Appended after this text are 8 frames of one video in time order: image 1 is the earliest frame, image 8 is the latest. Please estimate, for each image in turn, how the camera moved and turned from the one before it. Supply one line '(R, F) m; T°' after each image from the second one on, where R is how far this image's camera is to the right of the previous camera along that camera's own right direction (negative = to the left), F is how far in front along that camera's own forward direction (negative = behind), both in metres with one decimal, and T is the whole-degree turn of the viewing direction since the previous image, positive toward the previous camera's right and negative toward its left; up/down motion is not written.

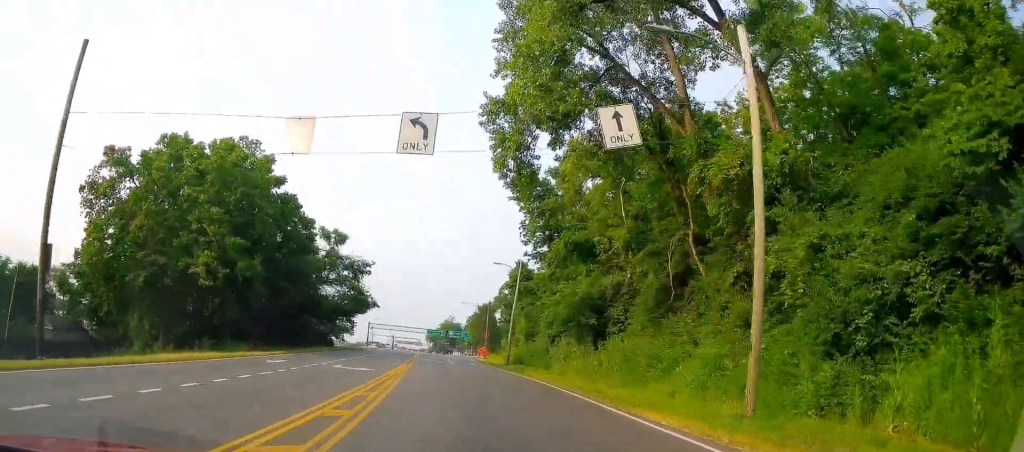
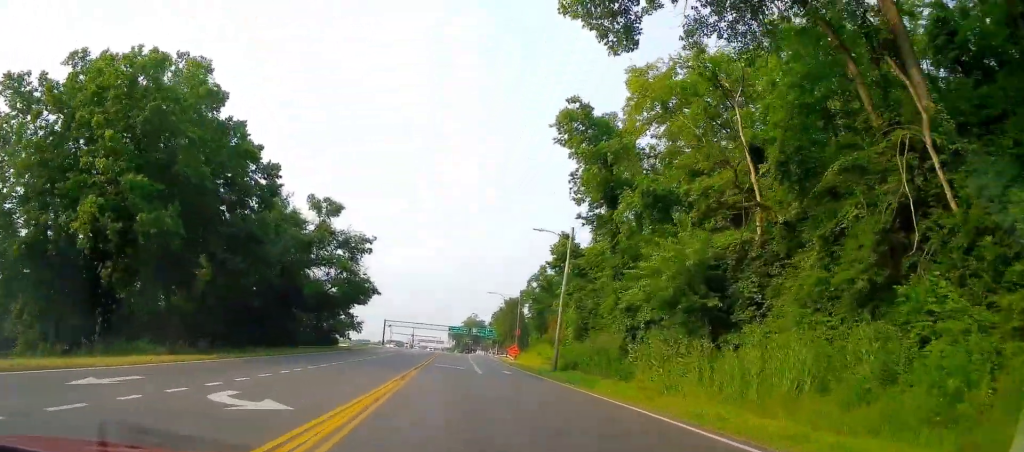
(-0.4, +14.7) m; -2°
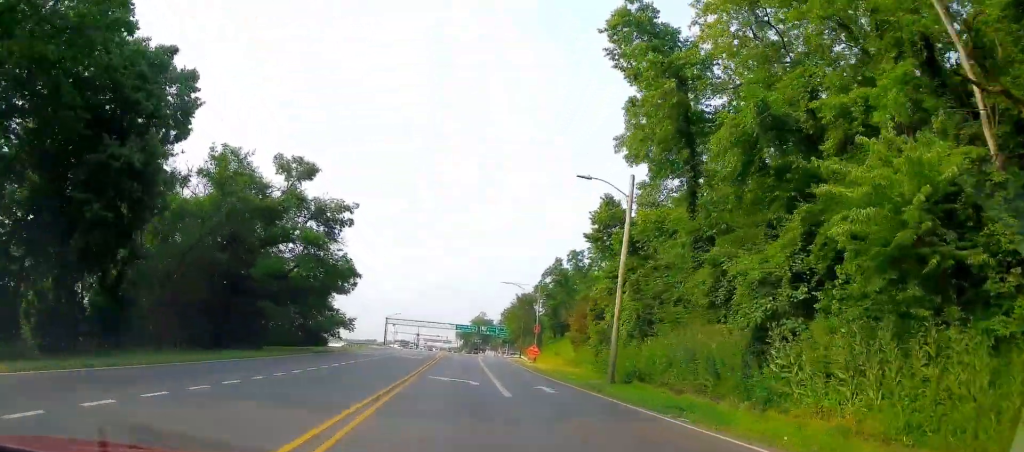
(-0.1, +12.2) m; -1°
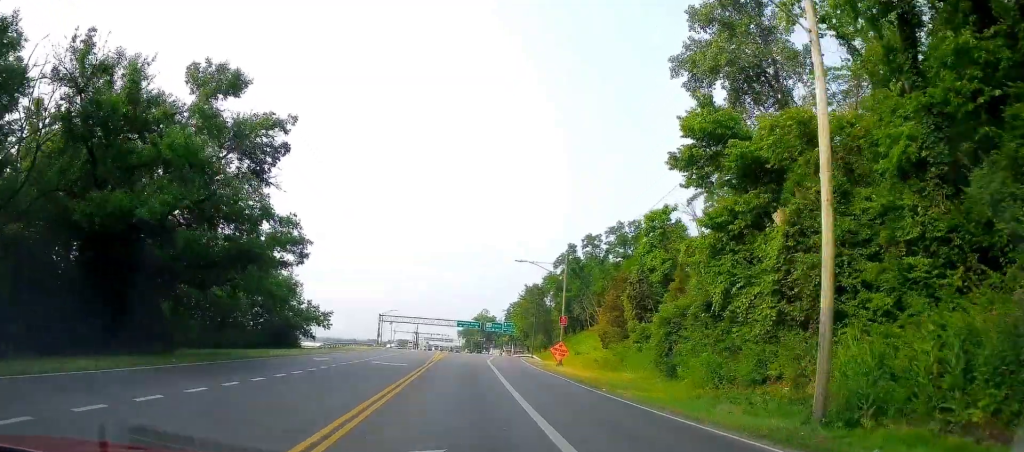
(-0.1, +15.1) m; -1°
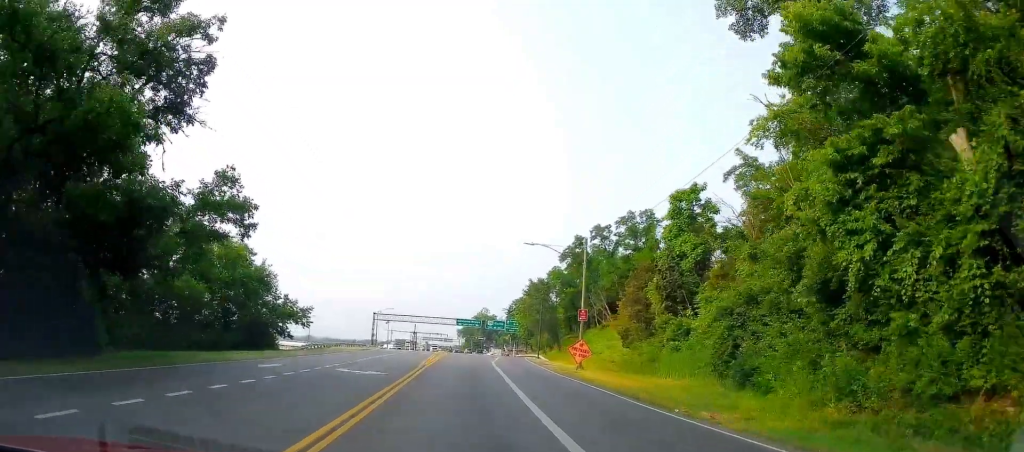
(-0.2, +8.1) m; 0°
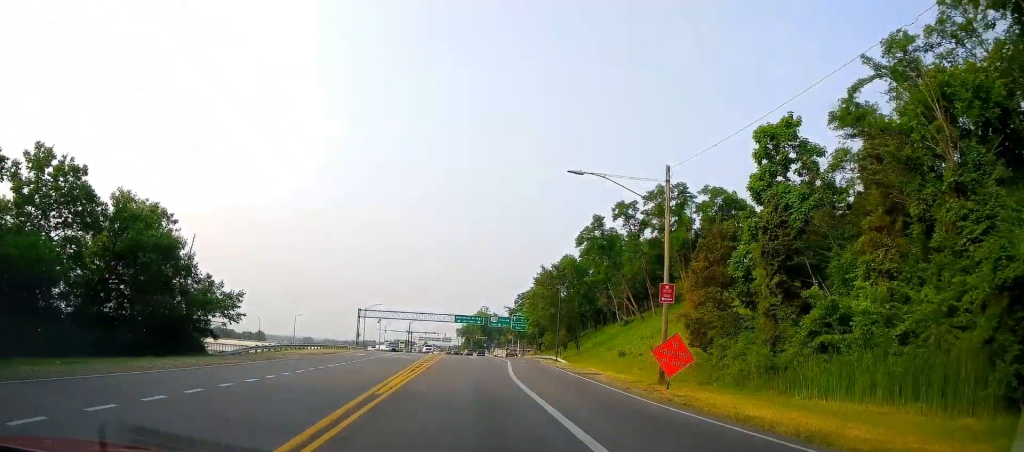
(+0.2, +17.1) m; 0°
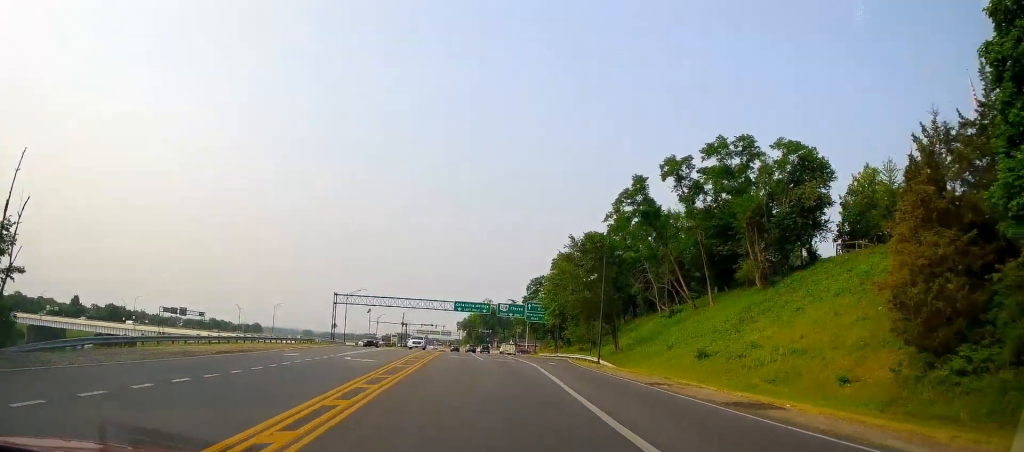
(-0.3, +21.6) m; 0°
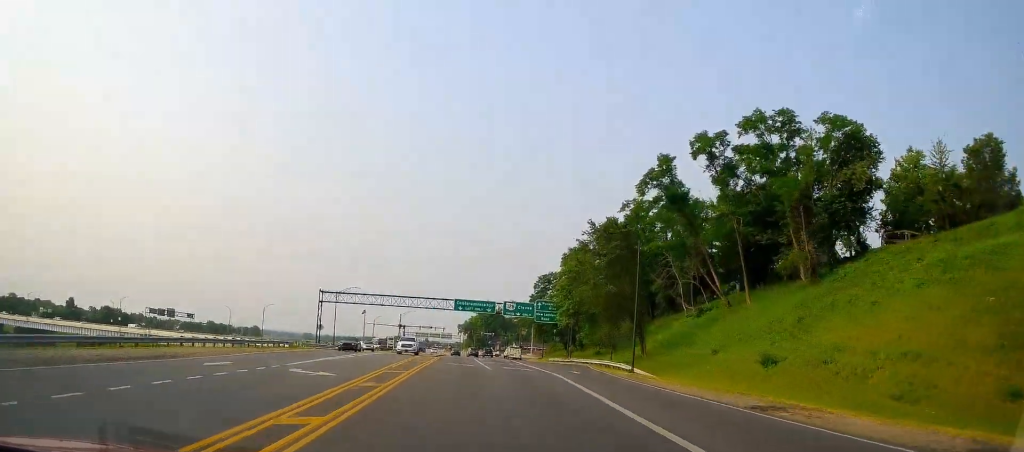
(+0.3, +9.6) m; +1°
